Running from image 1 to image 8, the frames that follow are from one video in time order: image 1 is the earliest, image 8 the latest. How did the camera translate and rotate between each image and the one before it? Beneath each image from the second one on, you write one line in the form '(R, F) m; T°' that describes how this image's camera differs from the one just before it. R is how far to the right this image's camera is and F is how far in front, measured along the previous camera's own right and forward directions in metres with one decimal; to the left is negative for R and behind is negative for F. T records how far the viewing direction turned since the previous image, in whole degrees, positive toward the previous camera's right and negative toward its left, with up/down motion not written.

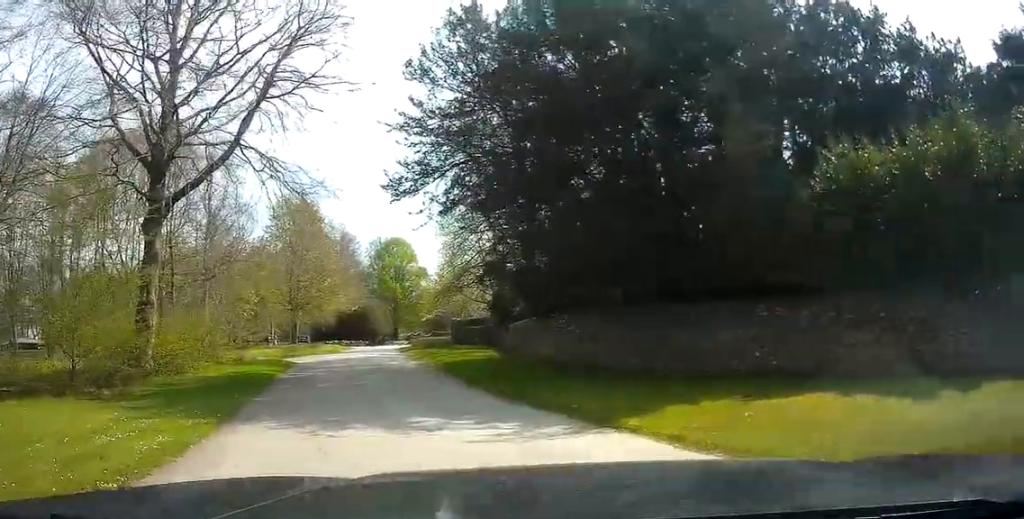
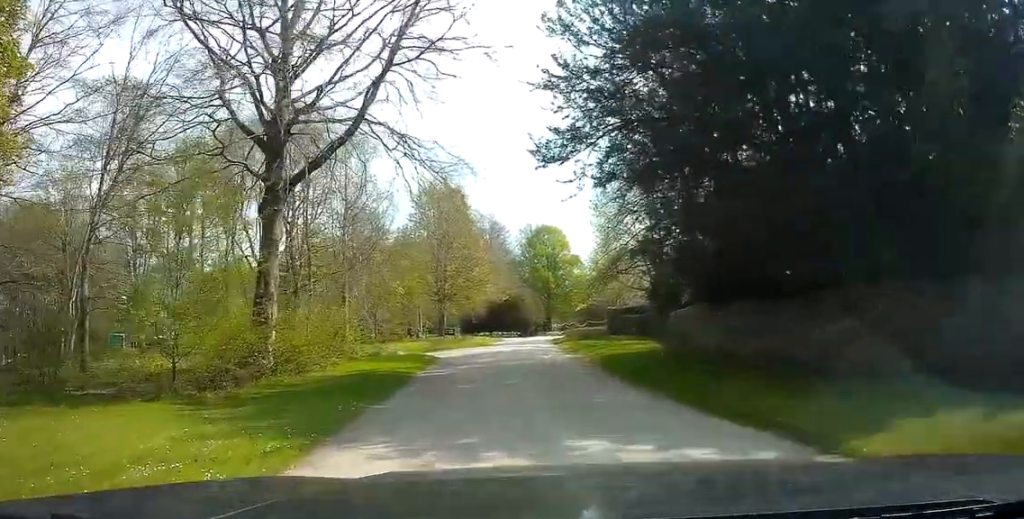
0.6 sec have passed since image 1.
(-0.3, +2.6) m; -9°
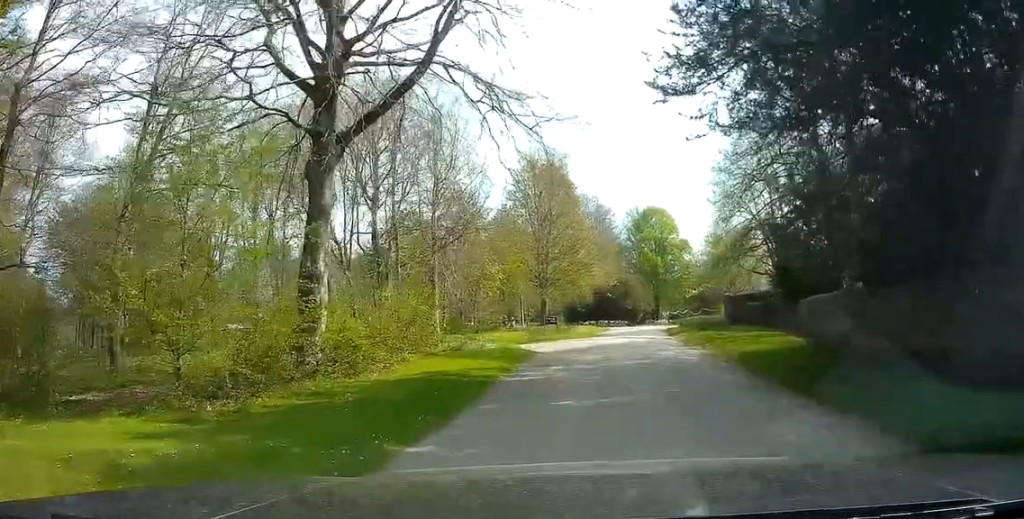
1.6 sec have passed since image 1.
(-0.2, +4.7) m; -4°
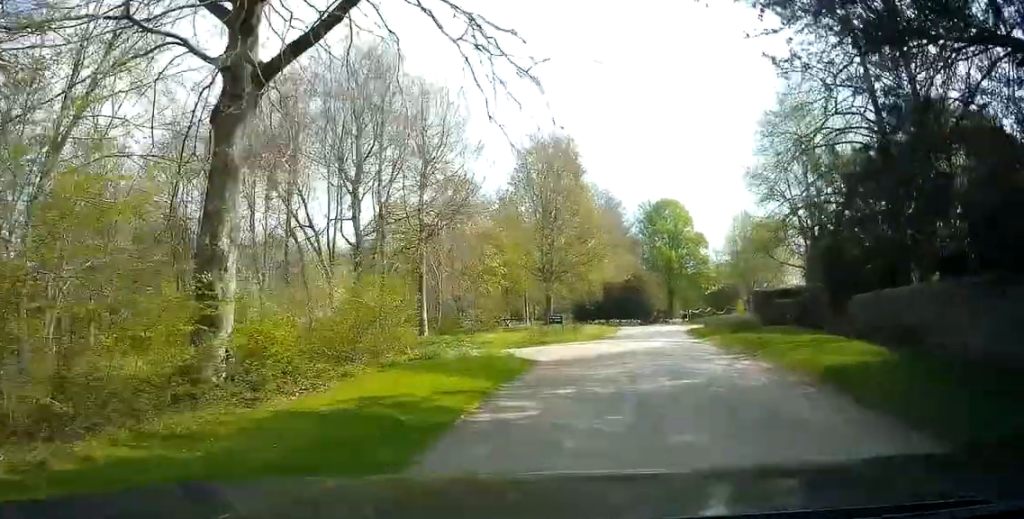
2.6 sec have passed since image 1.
(-0.2, +5.2) m; 0°
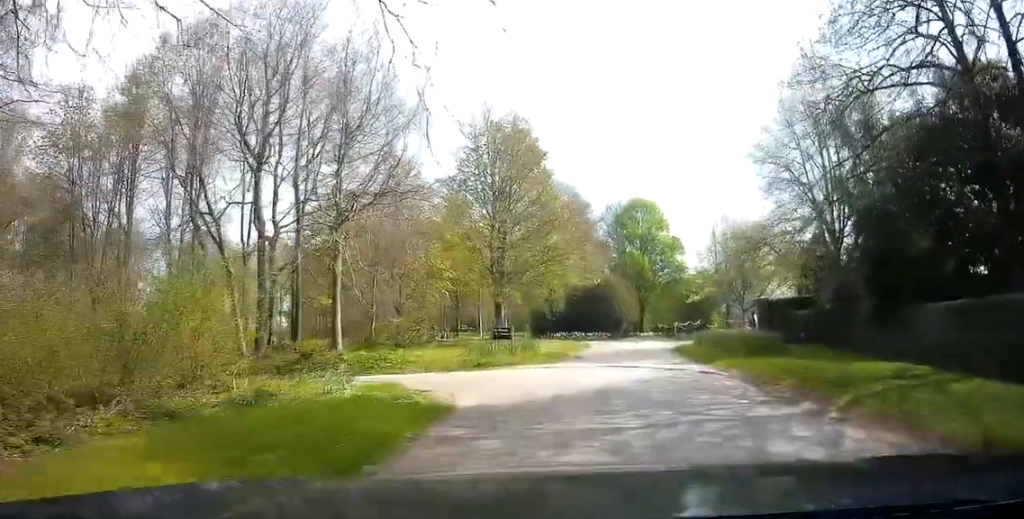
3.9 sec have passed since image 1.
(+0.3, +7.5) m; +4°
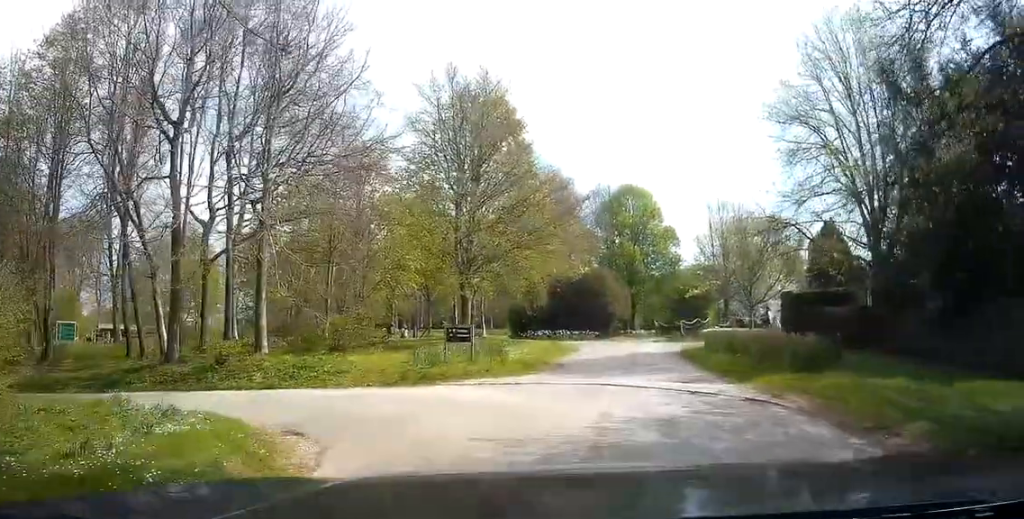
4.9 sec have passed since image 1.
(+0.2, +5.6) m; +3°
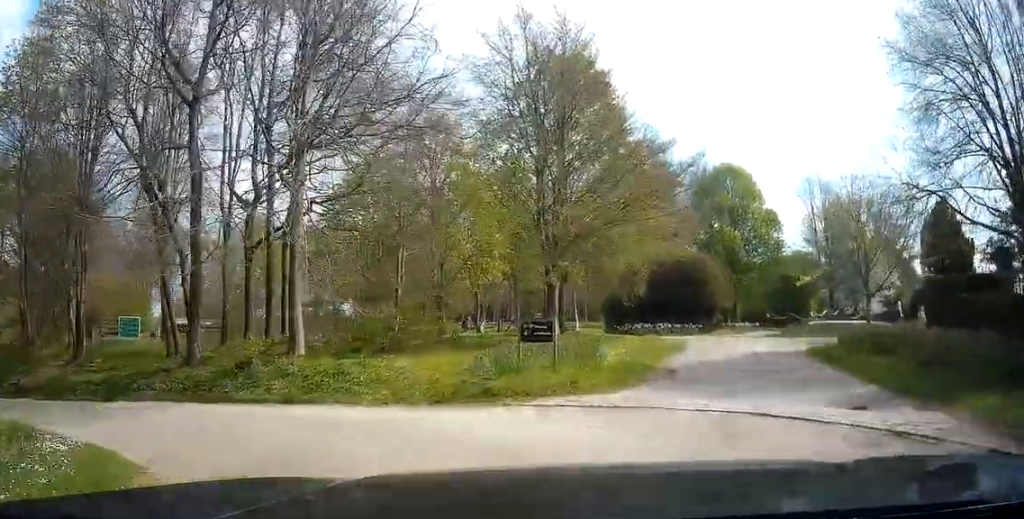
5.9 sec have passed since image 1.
(+0.1, +5.3) m; +4°
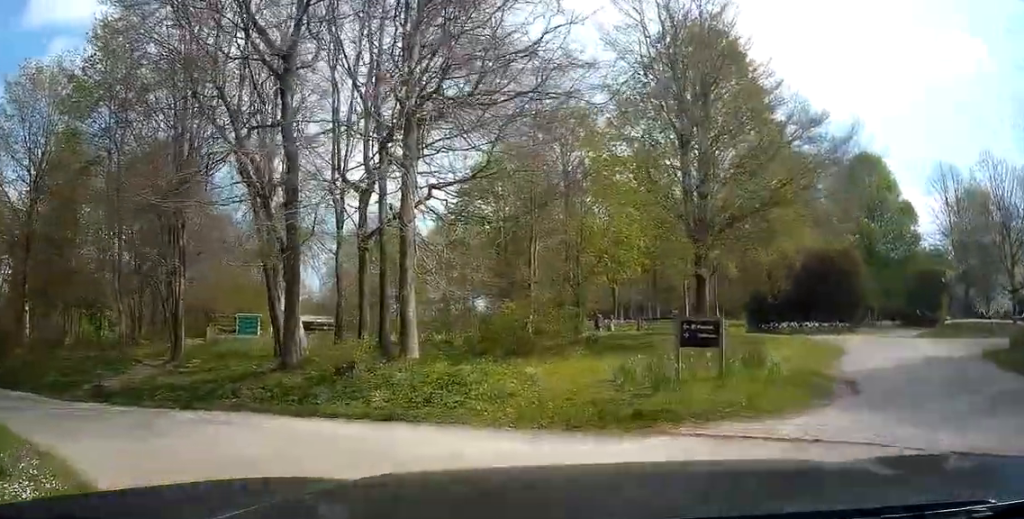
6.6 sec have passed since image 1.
(+0.1, +3.7) m; +5°
